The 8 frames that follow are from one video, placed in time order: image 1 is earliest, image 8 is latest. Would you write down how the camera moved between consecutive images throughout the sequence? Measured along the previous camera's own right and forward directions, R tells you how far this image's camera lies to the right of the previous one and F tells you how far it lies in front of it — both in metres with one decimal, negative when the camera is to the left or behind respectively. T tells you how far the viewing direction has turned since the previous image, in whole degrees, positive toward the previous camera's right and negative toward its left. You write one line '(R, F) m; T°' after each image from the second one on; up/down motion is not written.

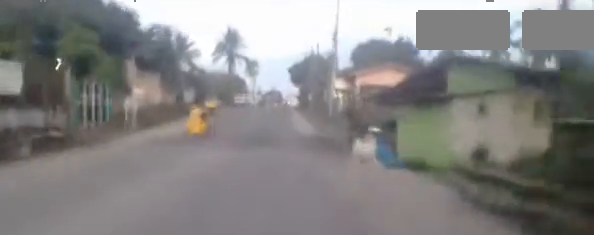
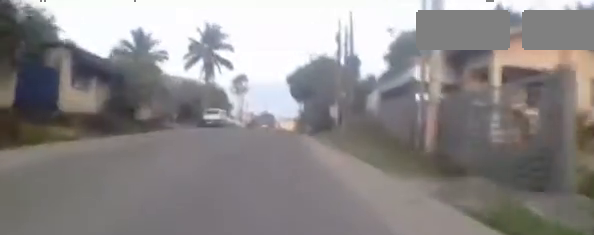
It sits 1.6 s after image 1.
(0.0, +20.0) m; -2°
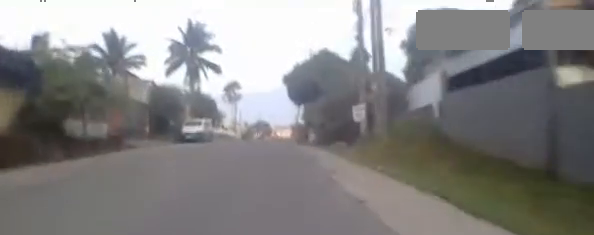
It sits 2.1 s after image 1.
(-0.1, +7.1) m; -1°
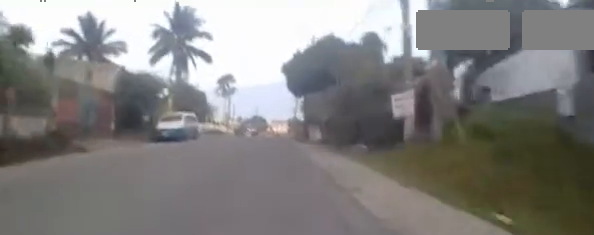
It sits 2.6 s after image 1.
(-0.1, +5.9) m; +1°
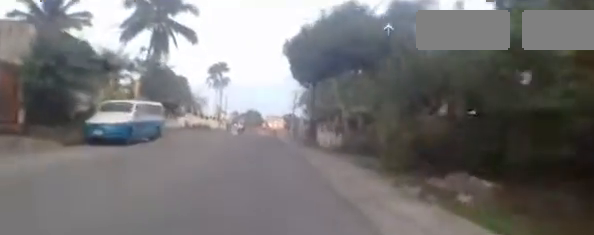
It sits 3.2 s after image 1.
(+0.1, +7.9) m; +1°
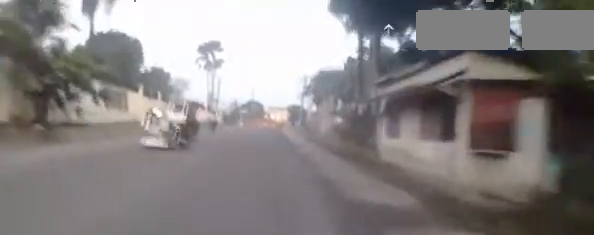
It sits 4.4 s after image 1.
(+0.1, +14.2) m; 0°
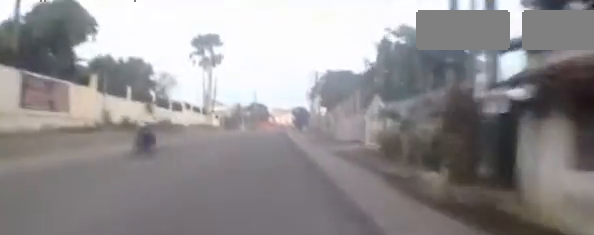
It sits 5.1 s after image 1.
(-0.2, +7.8) m; 0°
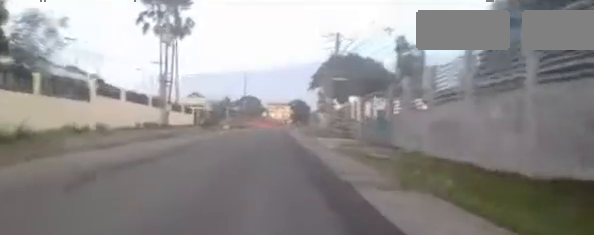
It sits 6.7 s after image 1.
(+0.8, +19.7) m; +2°
